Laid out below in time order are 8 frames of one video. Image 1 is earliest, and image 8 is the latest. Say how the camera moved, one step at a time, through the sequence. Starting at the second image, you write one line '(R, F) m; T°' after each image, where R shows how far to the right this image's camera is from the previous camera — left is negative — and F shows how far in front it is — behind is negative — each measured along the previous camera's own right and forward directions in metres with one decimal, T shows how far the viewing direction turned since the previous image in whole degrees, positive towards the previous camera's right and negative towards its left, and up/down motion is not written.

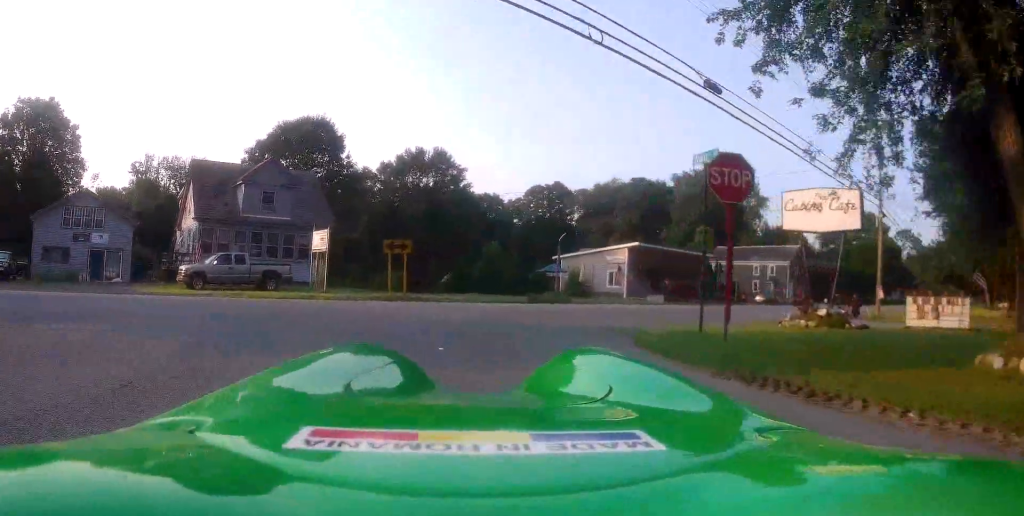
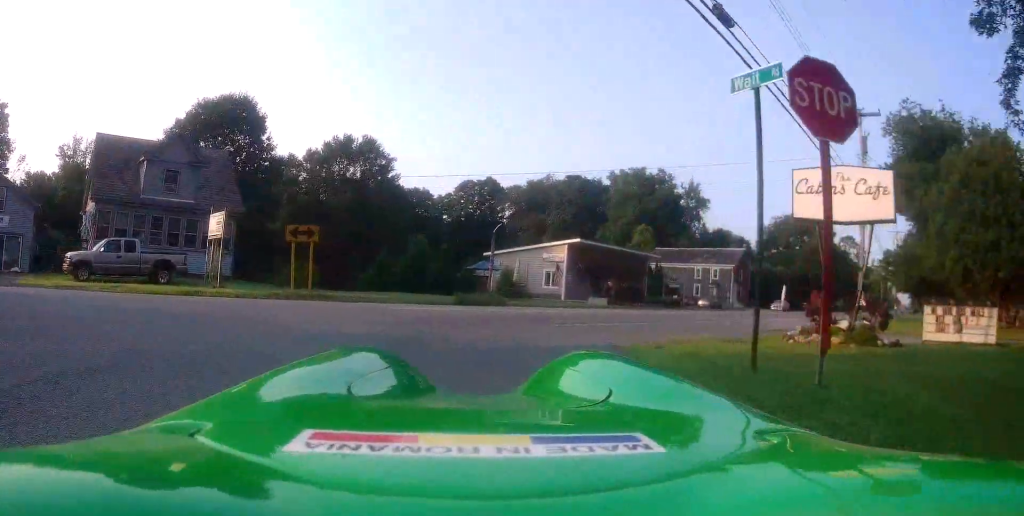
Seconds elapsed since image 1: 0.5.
(-0.1, +4.7) m; +4°
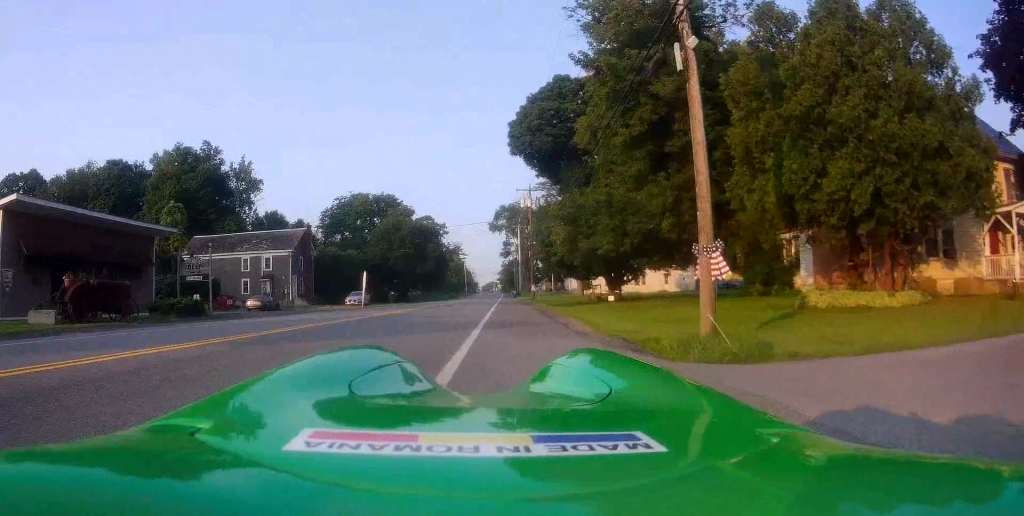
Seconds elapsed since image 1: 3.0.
(+7.8, +20.3) m; +37°
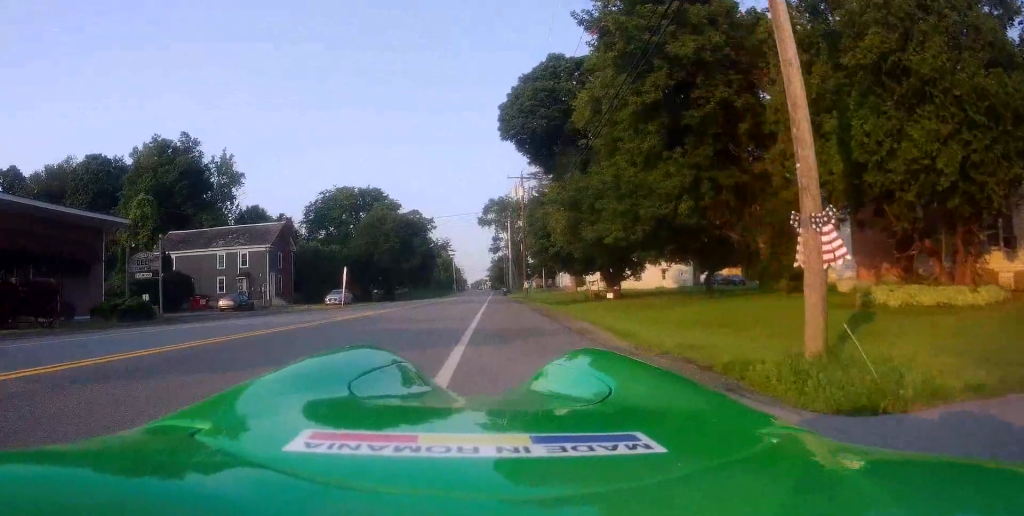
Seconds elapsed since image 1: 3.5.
(+0.1, +4.2) m; +3°
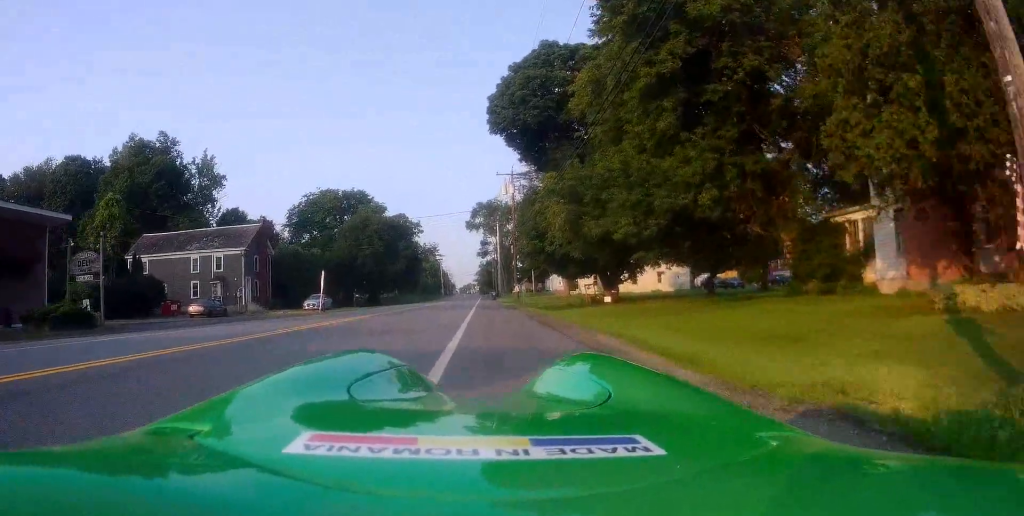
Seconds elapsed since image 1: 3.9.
(+0.2, +3.6) m; +1°
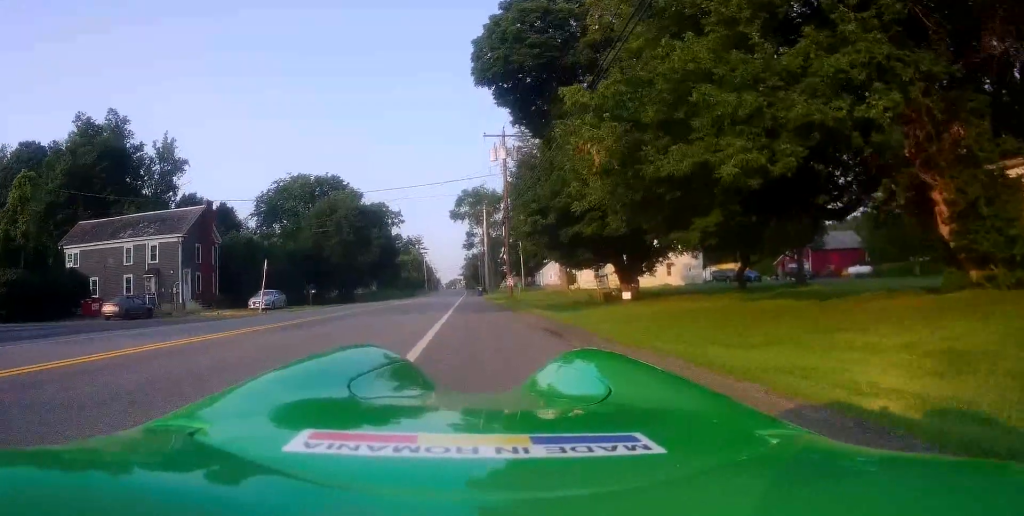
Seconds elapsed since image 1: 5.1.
(+0.2, +10.8) m; +2°
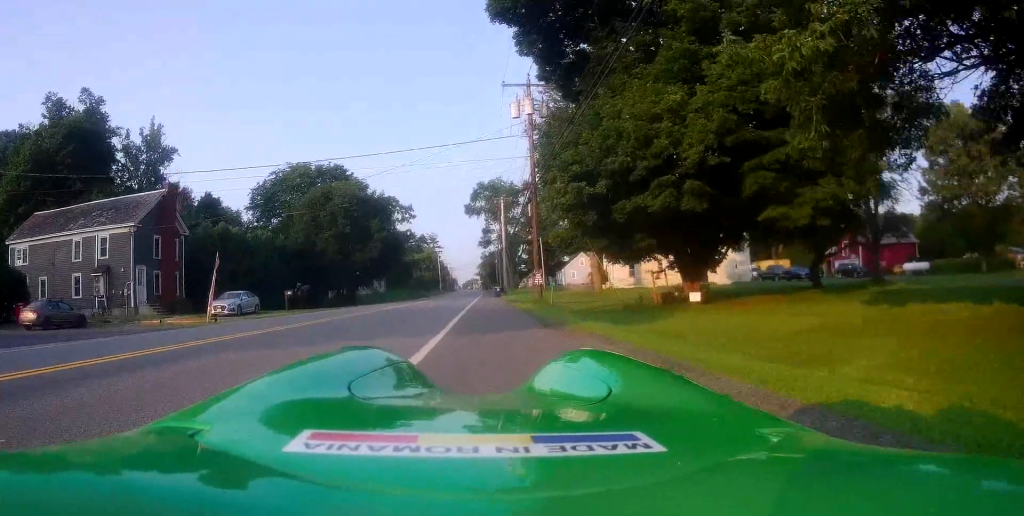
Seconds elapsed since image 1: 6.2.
(+0.3, +9.5) m; 0°
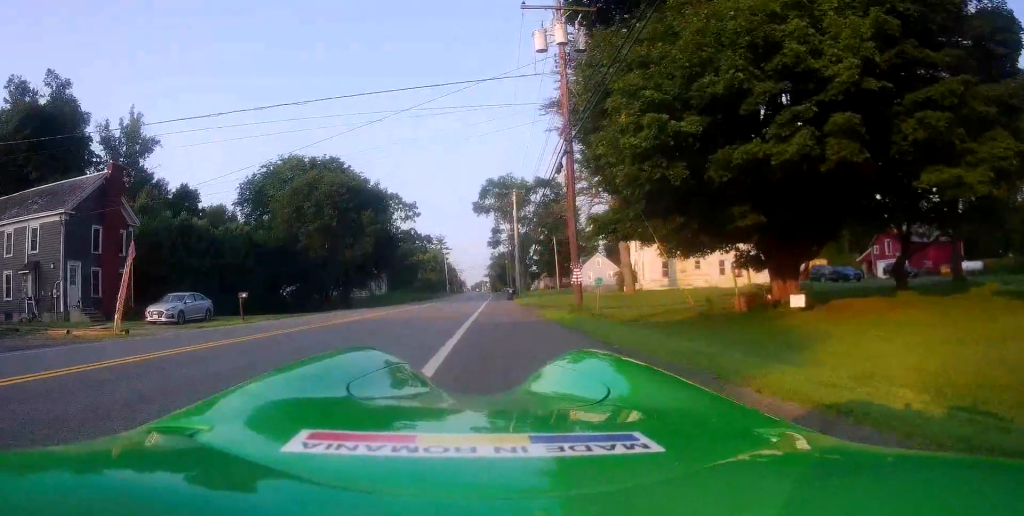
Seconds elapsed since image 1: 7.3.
(-0.5, +8.8) m; 0°
